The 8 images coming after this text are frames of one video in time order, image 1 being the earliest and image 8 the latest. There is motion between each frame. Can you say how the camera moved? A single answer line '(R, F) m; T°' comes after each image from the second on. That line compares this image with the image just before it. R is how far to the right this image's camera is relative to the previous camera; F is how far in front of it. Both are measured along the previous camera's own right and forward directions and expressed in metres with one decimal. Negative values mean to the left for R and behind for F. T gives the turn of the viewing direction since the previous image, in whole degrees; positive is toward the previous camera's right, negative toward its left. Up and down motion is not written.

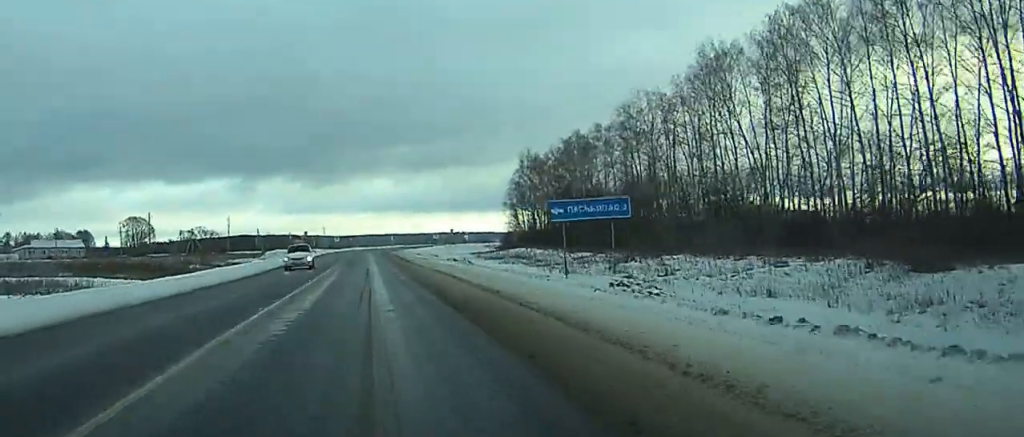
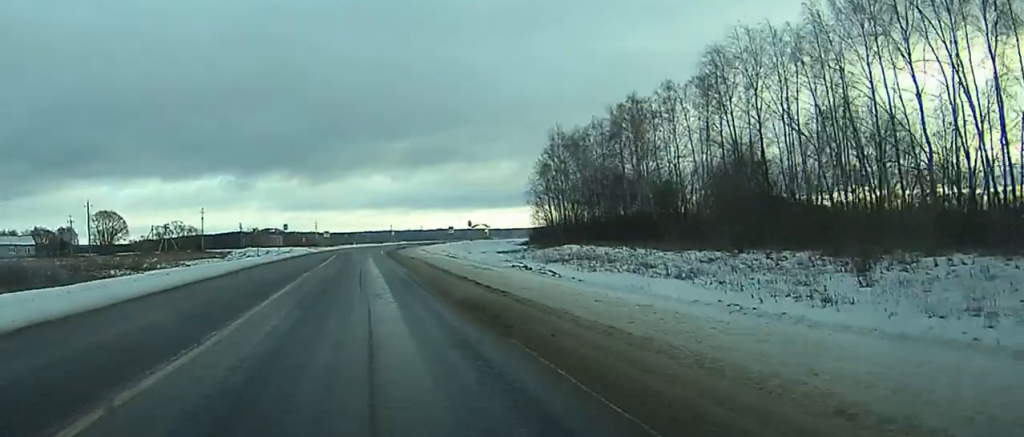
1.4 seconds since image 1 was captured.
(0.0, +35.8) m; 0°
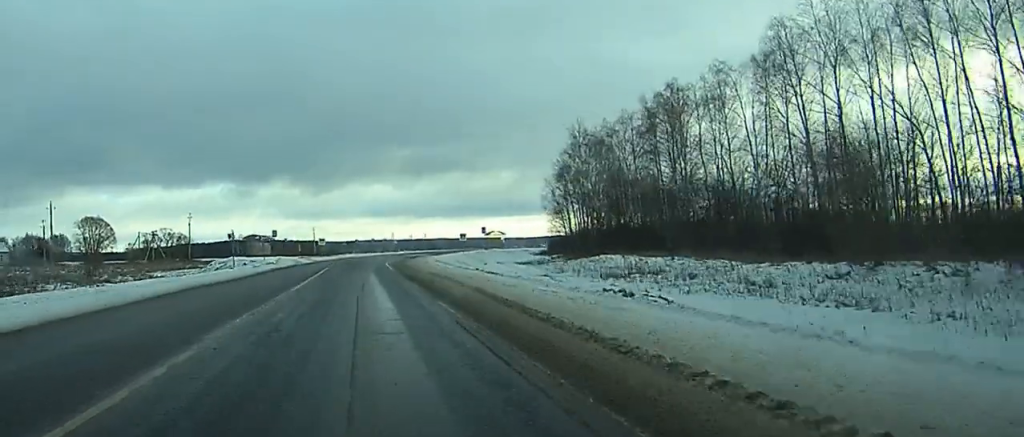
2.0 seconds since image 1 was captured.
(0.0, +16.3) m; 0°
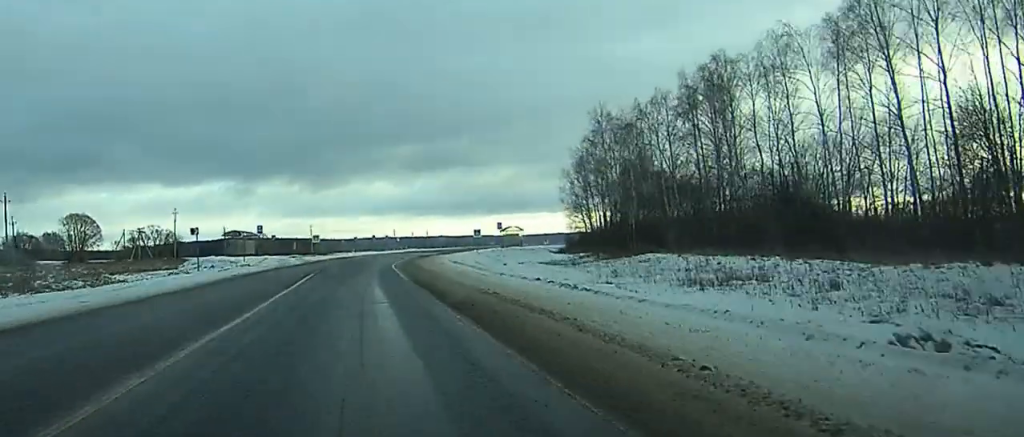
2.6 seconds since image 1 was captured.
(0.0, +15.4) m; 0°
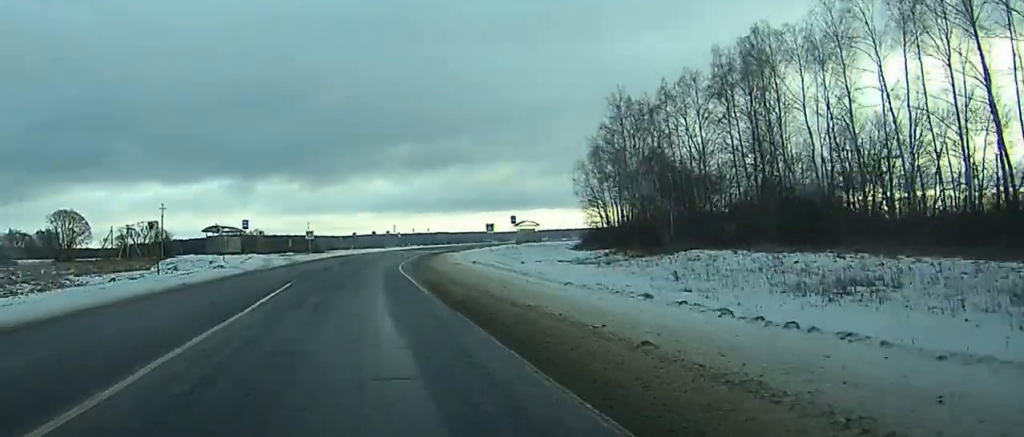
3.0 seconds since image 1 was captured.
(0.0, +10.9) m; 0°
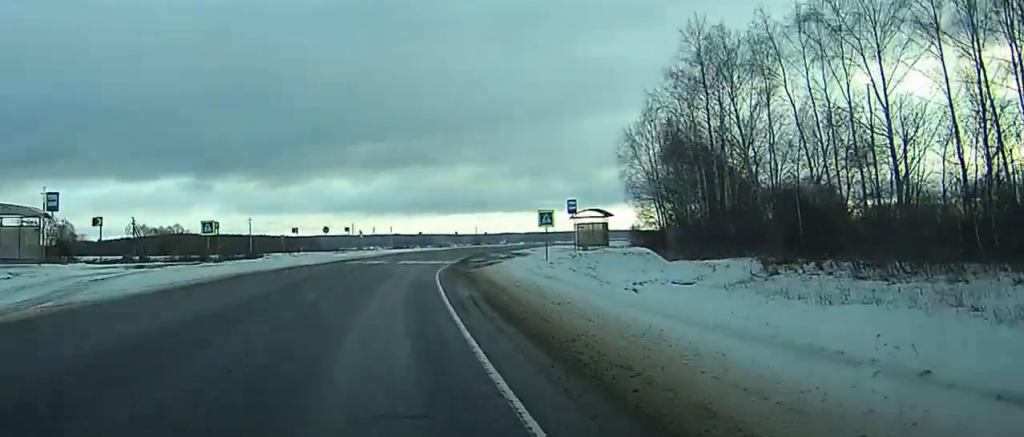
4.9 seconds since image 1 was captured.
(+0.1, +45.2) m; +1°
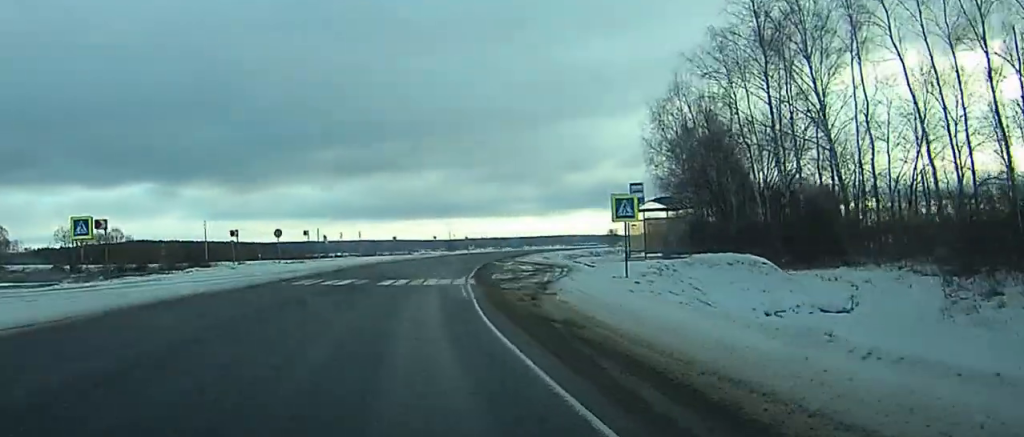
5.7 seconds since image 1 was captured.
(+0.1, +19.9) m; +2°
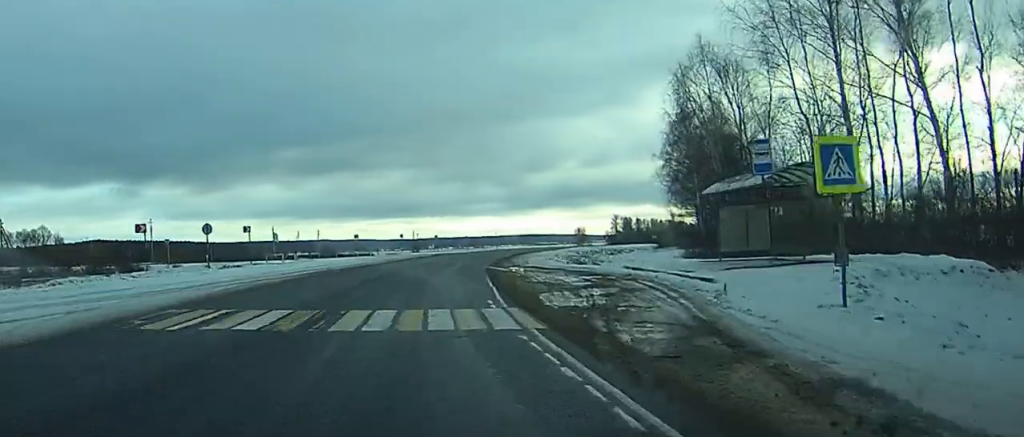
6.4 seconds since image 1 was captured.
(+0.2, +15.7) m; +3°
